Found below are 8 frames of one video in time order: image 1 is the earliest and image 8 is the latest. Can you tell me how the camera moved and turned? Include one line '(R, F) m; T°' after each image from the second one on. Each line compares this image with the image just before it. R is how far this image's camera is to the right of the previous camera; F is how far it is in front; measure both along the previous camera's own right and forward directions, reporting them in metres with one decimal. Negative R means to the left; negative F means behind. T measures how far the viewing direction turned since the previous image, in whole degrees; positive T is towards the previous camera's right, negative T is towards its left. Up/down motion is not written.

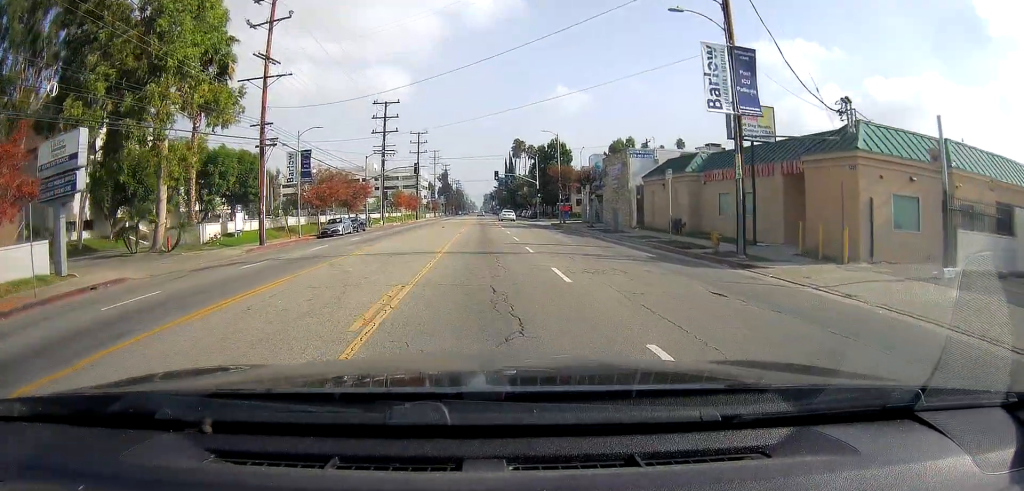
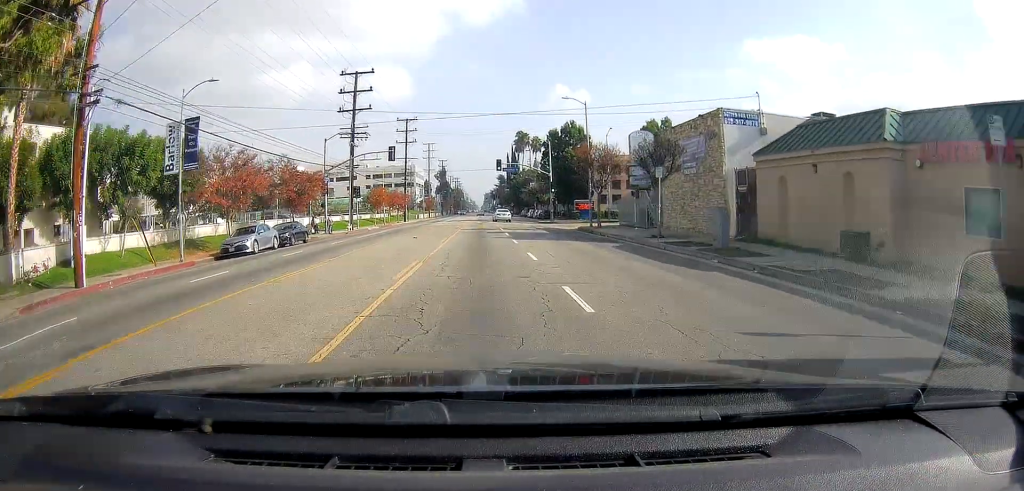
(-0.3, +16.5) m; -1°
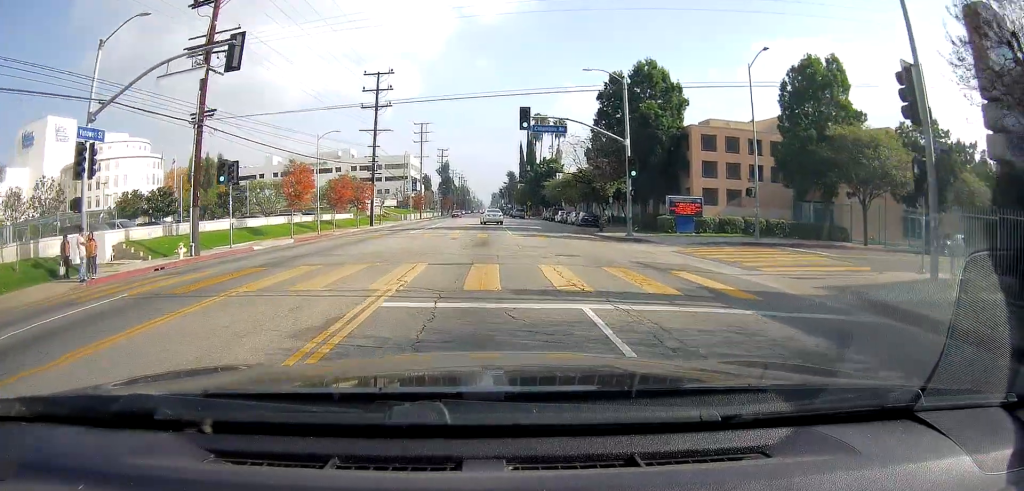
(-0.1, +33.0) m; +2°
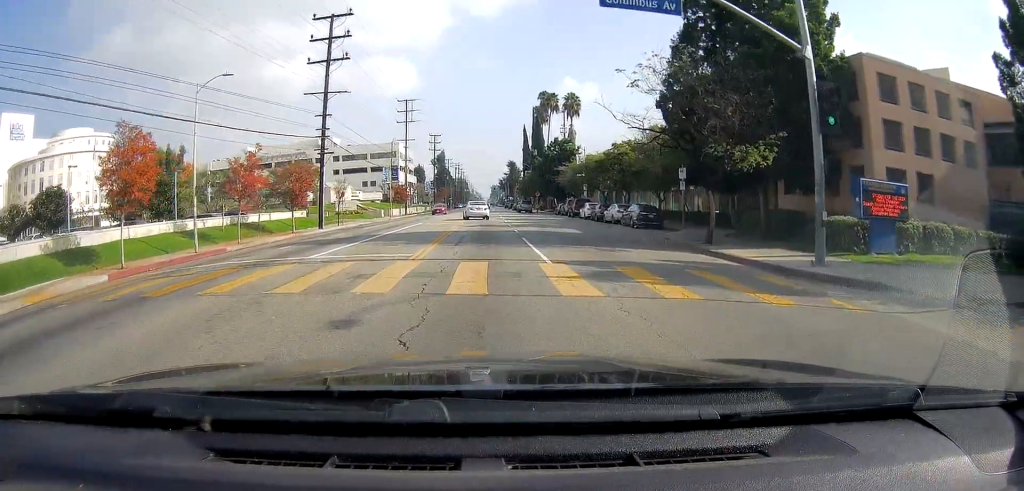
(+0.6, +21.0) m; +1°
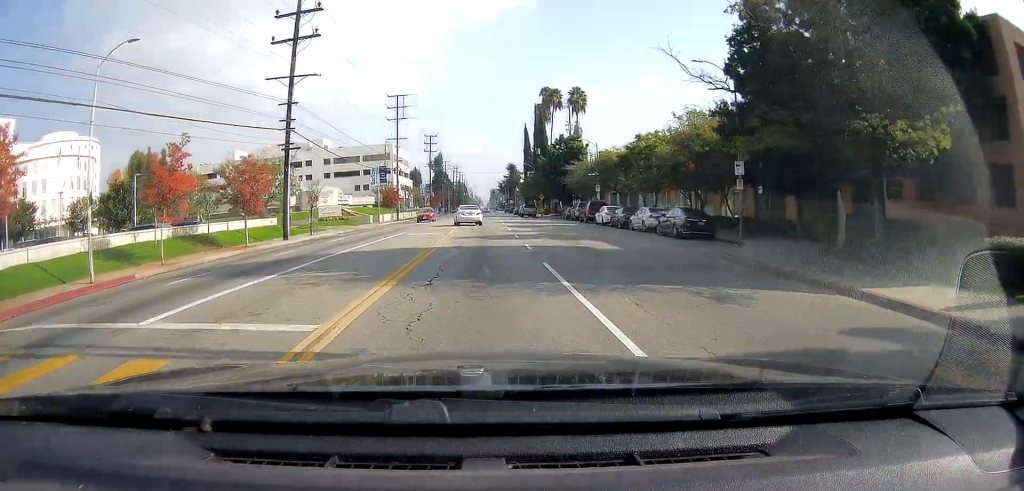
(-0.2, +8.8) m; 0°
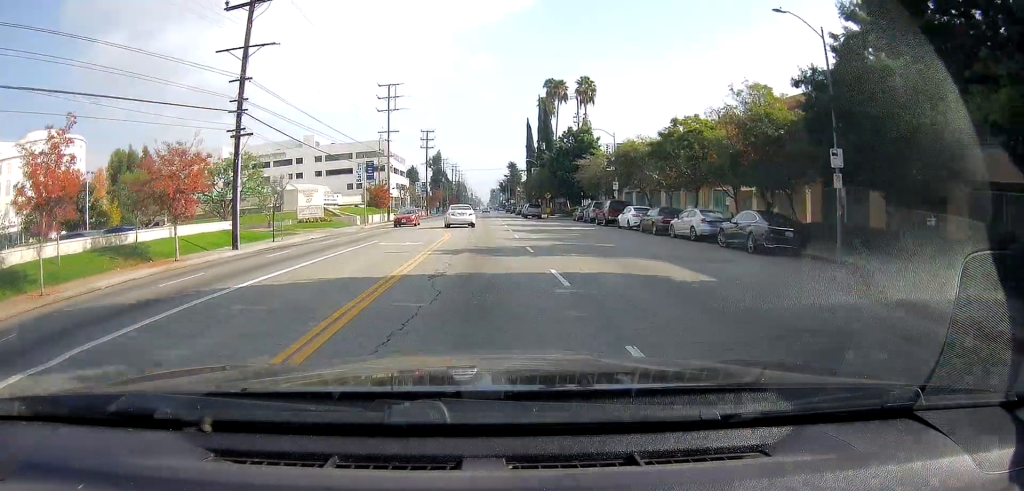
(0.0, +8.6) m; 0°
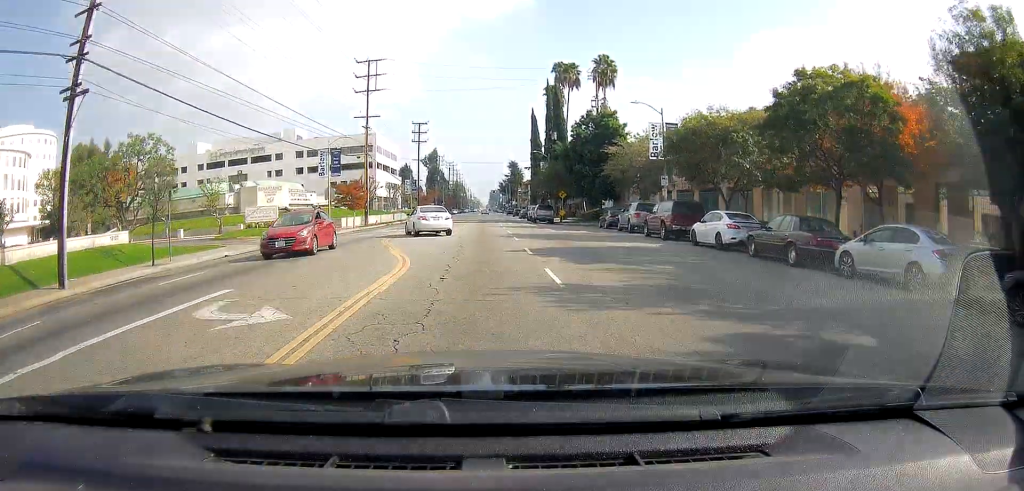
(+0.1, +15.5) m; 0°
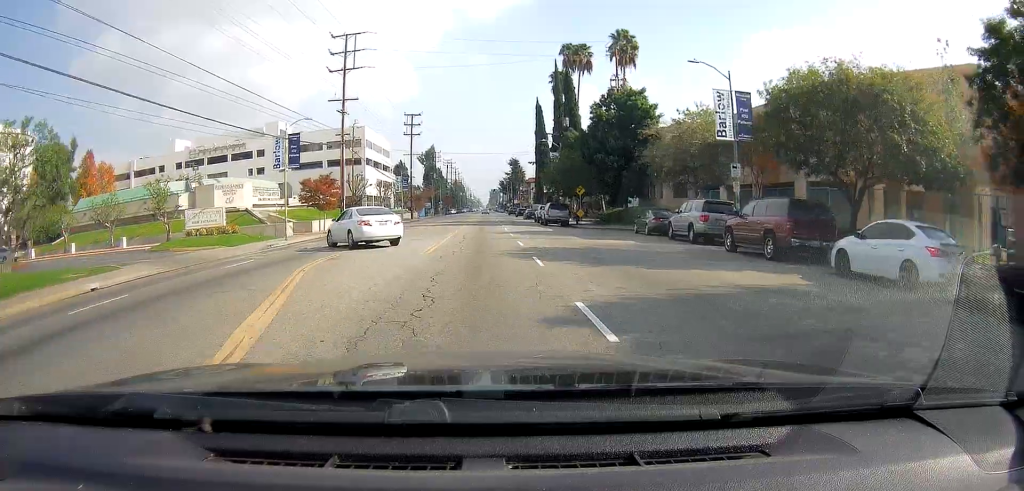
(-0.2, +11.9) m; +1°
